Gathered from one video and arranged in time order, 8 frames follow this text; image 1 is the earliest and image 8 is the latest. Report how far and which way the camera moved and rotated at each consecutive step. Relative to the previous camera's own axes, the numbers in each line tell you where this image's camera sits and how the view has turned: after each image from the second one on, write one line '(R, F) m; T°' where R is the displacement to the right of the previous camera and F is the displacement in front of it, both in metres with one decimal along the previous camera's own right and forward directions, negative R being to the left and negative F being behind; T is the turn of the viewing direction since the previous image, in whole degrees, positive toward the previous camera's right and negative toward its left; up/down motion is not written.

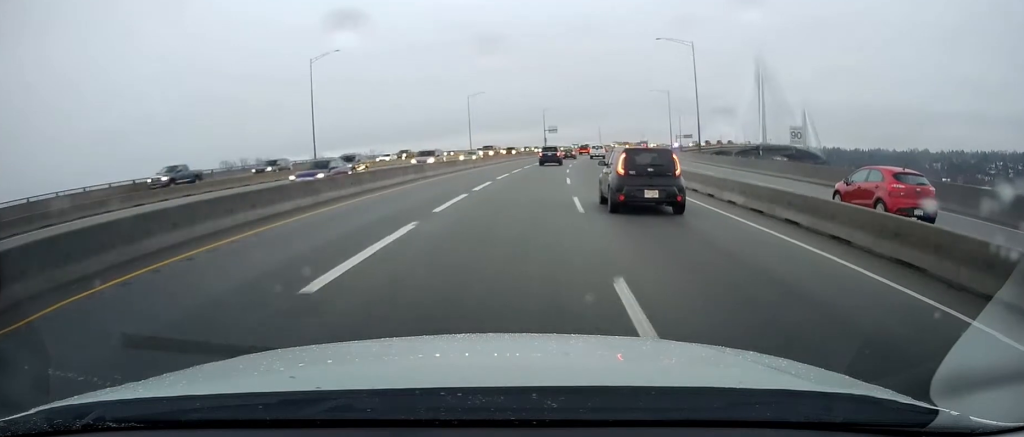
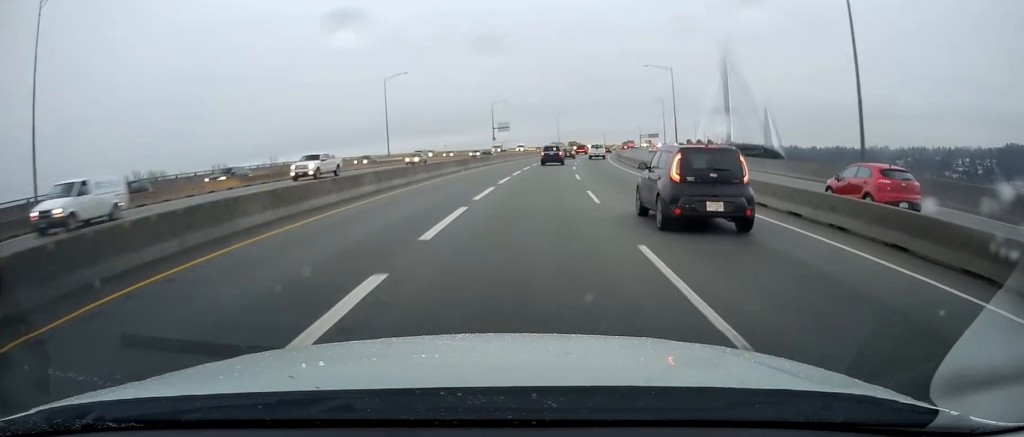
(+2.2, +49.0) m; +5°
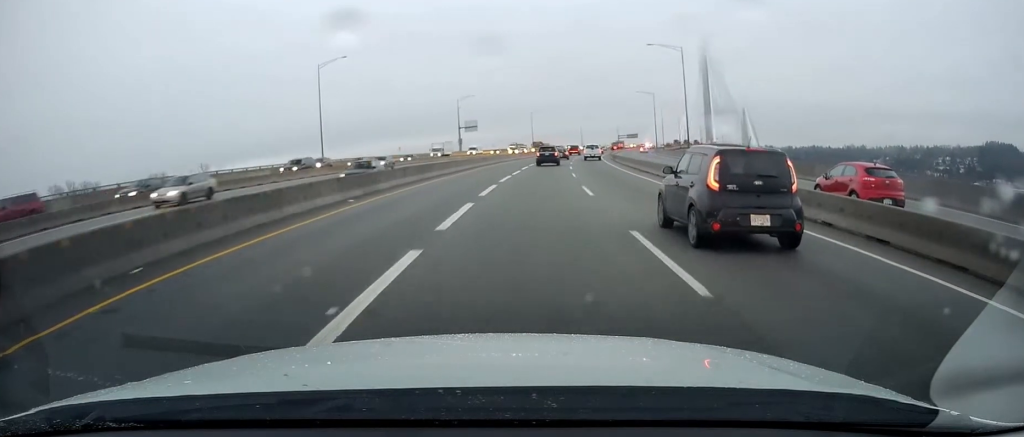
(+0.1, +24.5) m; +2°
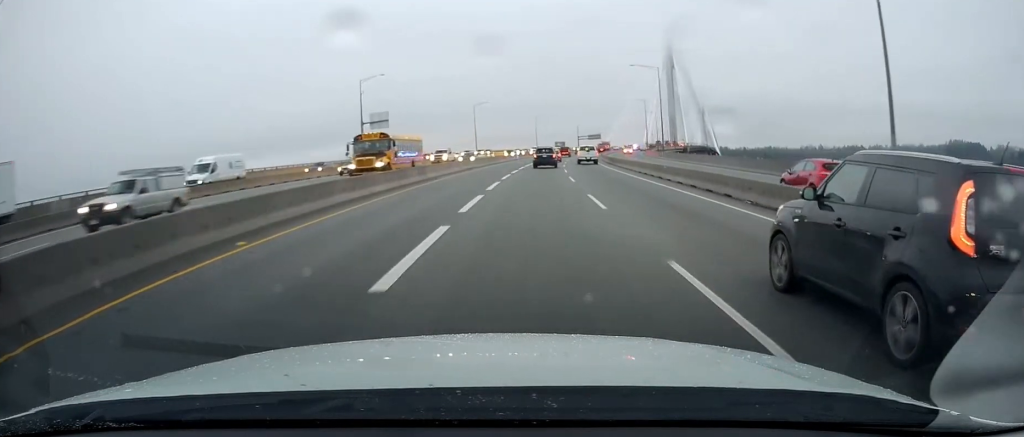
(+2.3, +58.2) m; +4°
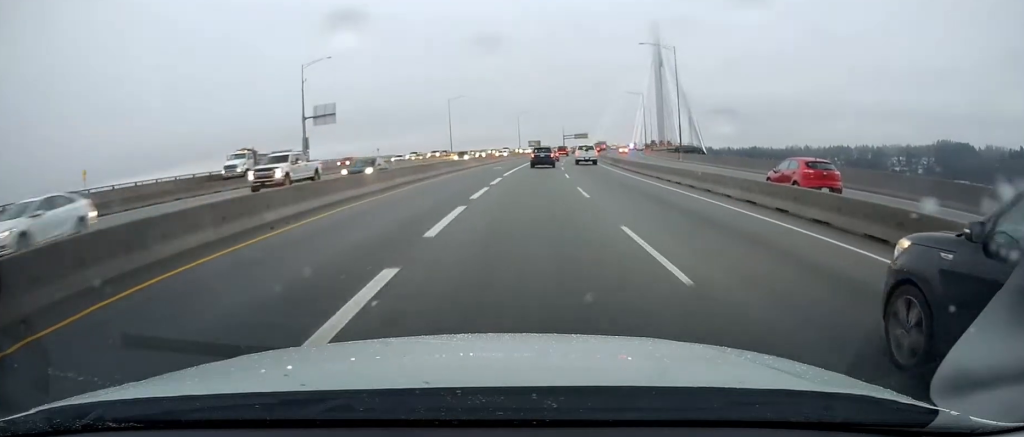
(+0.5, +22.7) m; +2°
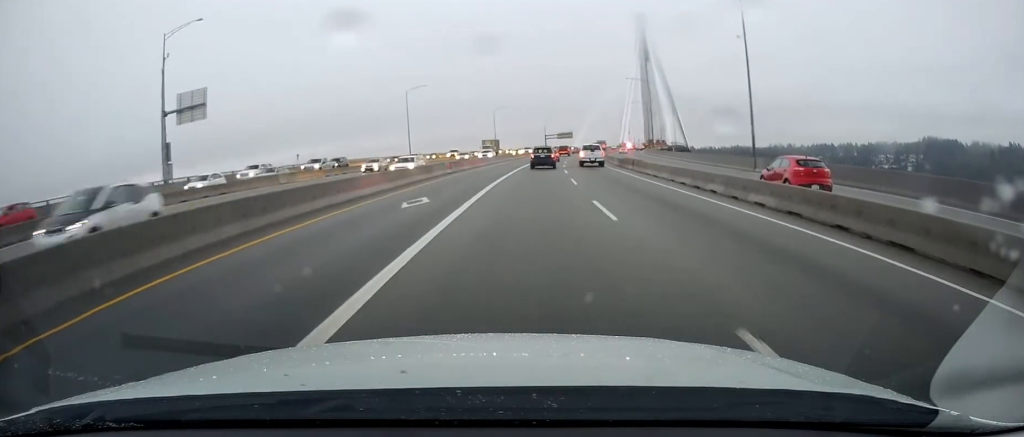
(+0.7, +33.8) m; +2°
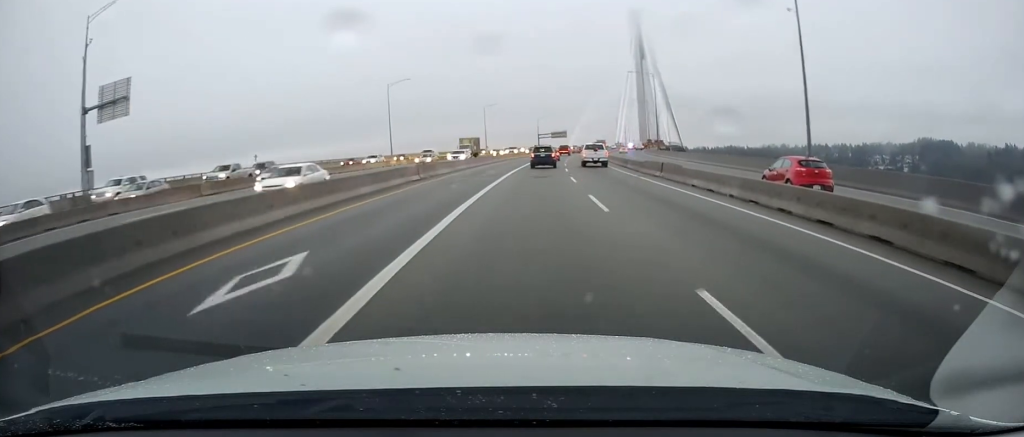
(+0.2, +11.9) m; +1°
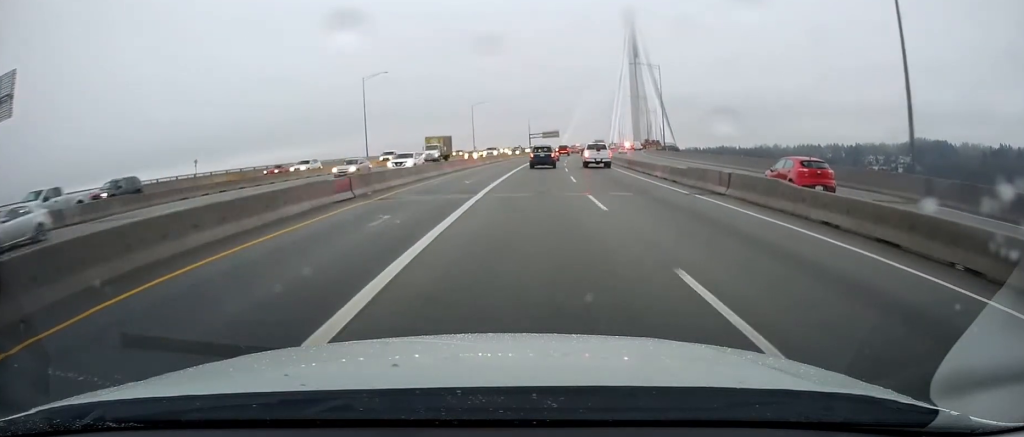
(+0.1, +12.9) m; +1°
